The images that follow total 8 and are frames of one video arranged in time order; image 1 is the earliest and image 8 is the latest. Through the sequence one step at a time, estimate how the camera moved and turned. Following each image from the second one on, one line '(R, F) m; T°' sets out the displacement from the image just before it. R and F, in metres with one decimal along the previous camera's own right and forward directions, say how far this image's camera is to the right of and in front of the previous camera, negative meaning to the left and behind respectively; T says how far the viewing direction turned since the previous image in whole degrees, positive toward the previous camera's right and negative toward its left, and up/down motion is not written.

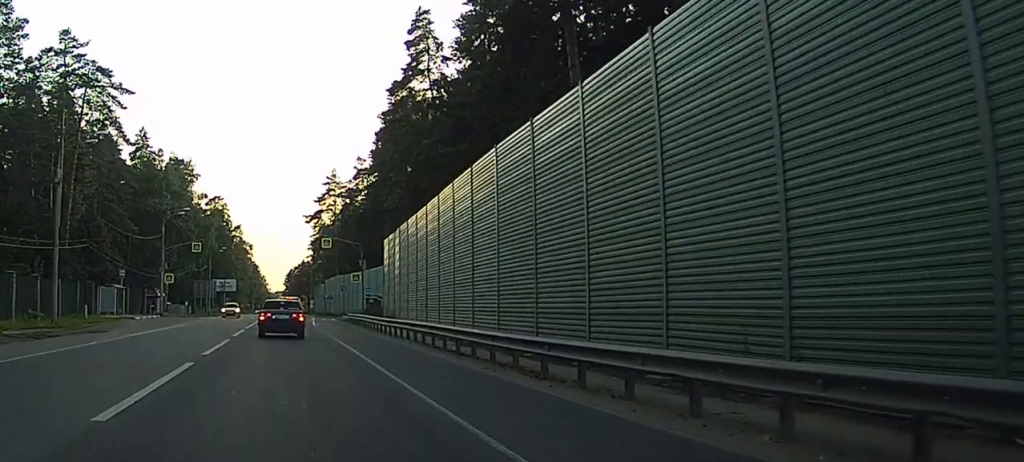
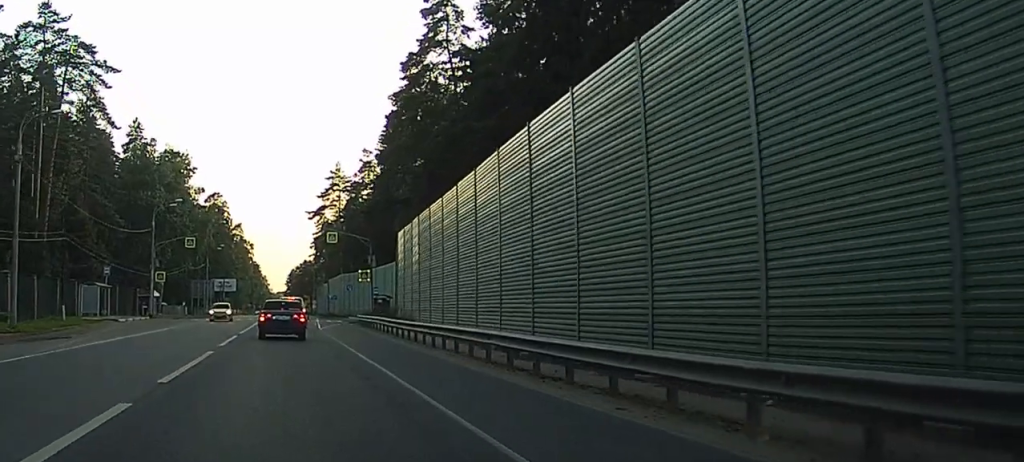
(-0.1, +7.1) m; 0°
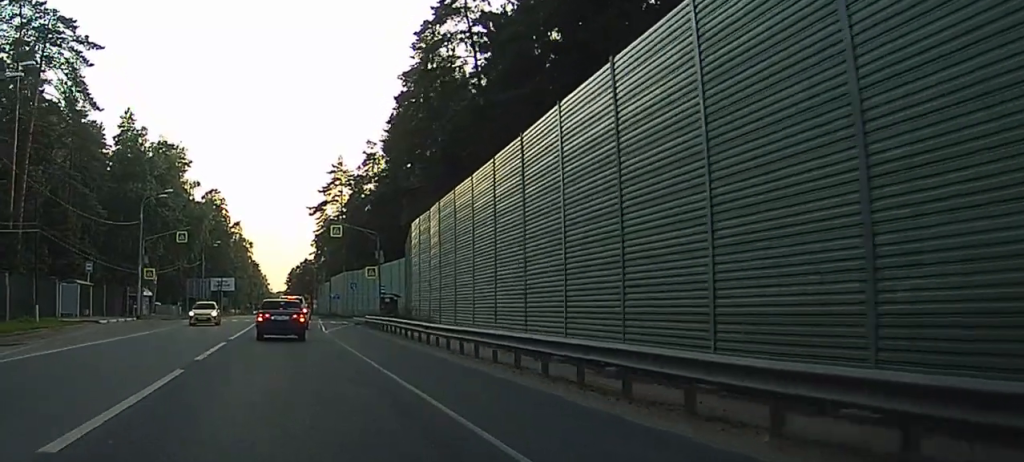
(-0.1, +6.3) m; 0°
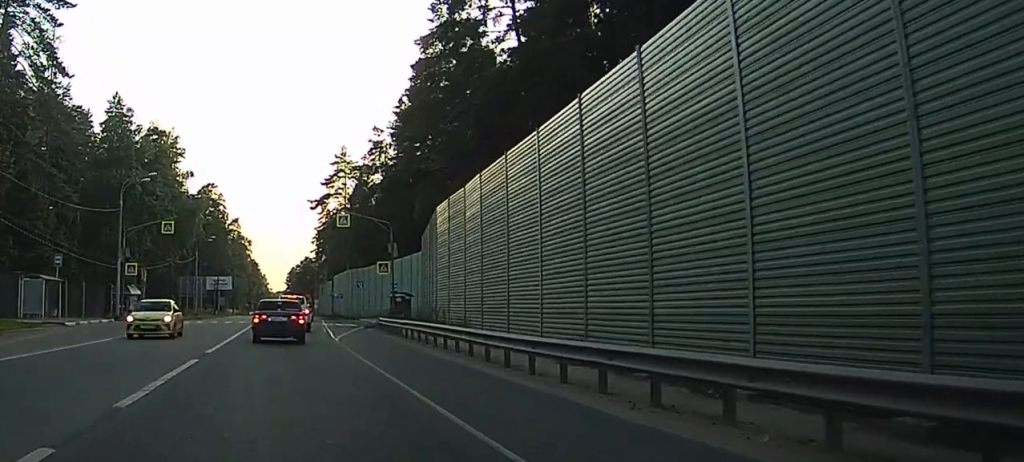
(+0.2, +8.7) m; +1°
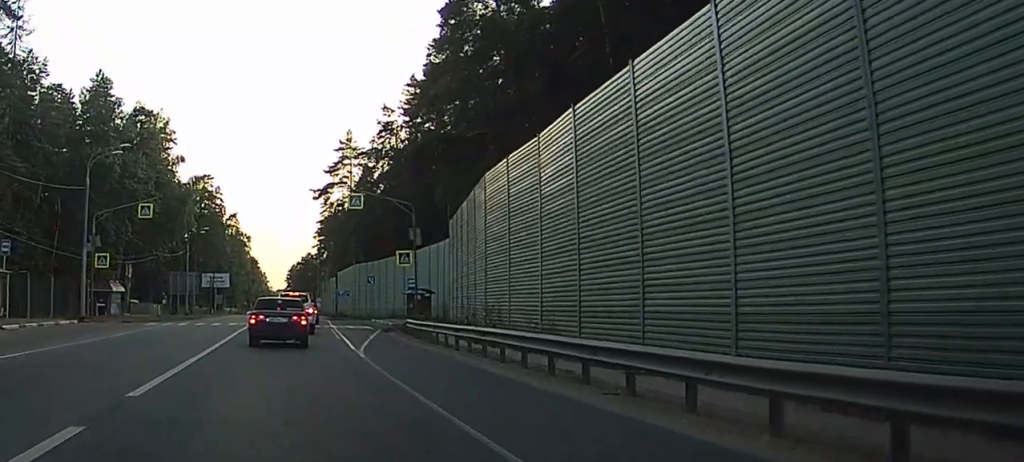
(+0.1, +10.7) m; +3°
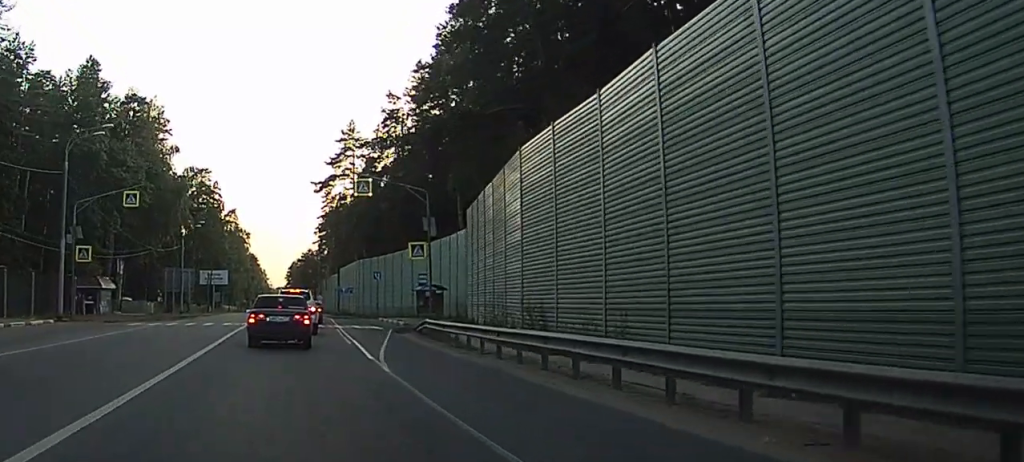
(+0.1, +5.2) m; +1°
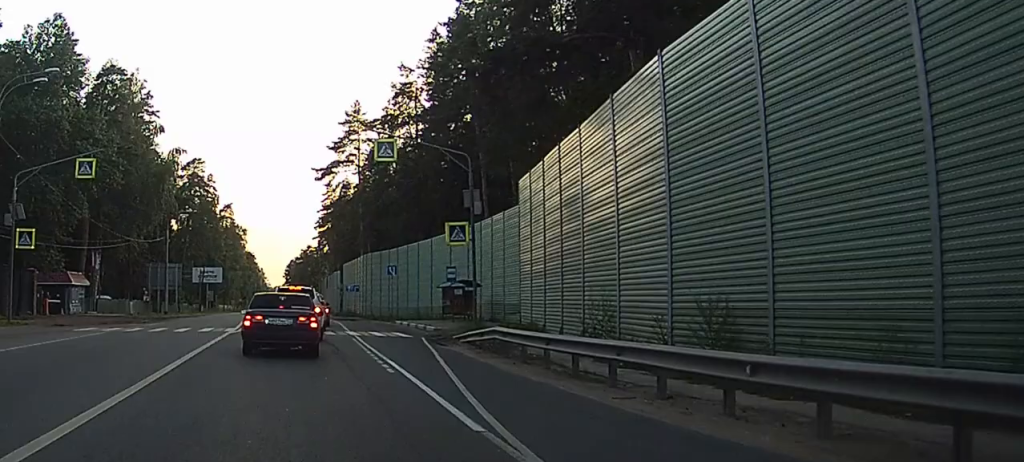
(+0.3, +11.8) m; 0°
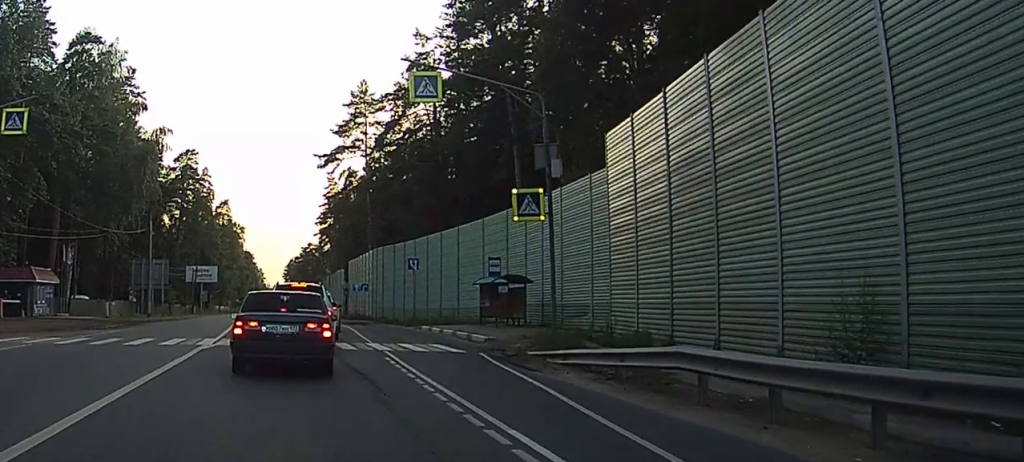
(-0.4, +11.6) m; -3°
